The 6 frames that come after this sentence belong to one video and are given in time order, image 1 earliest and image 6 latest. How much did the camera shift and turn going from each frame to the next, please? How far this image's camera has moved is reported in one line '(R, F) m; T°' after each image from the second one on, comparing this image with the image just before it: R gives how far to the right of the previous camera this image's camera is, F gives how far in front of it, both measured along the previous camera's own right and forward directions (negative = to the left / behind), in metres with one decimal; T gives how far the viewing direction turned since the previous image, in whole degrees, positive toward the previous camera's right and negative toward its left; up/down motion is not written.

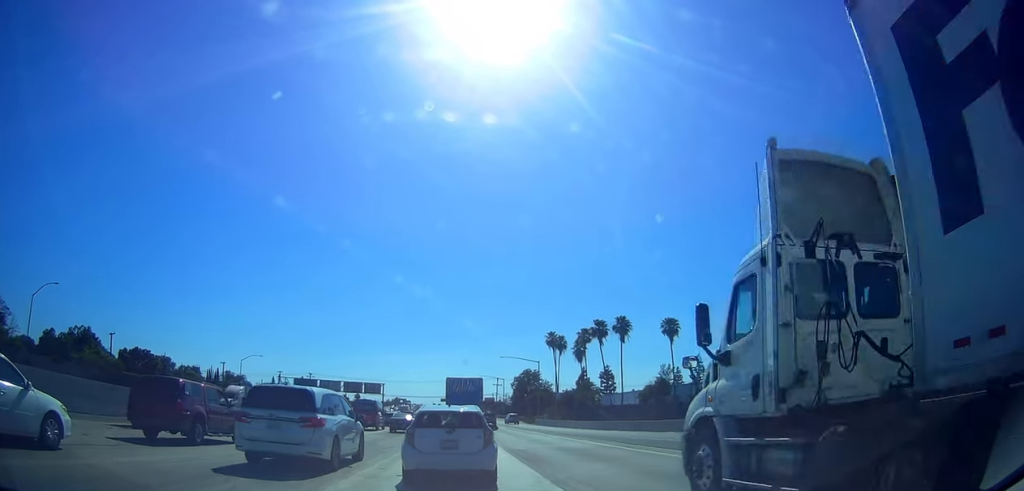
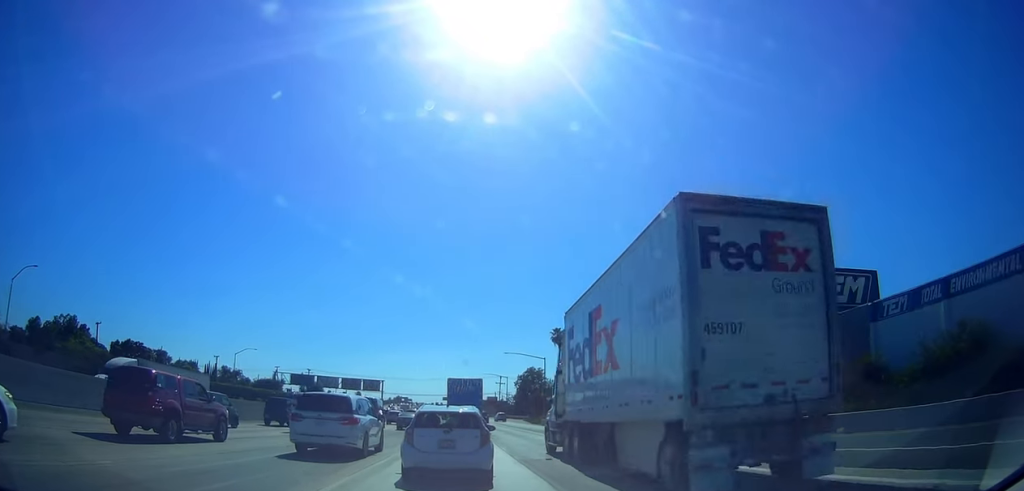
(0.0, +4.0) m; 0°
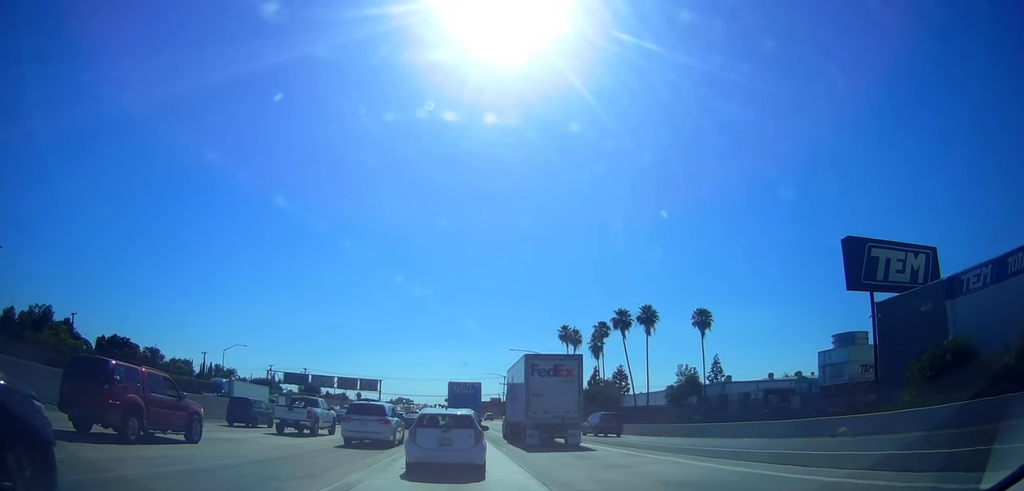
(0.0, +6.3) m; 0°
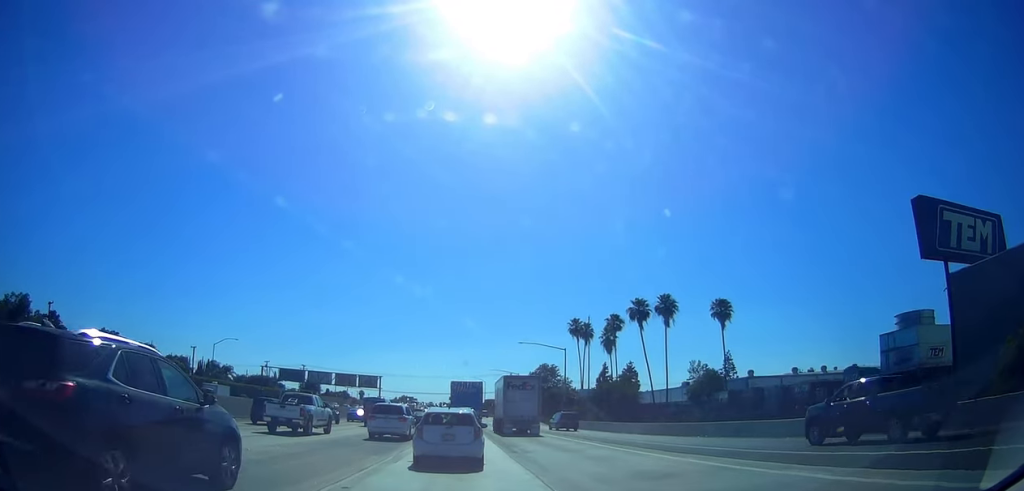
(0.0, +5.7) m; 0°
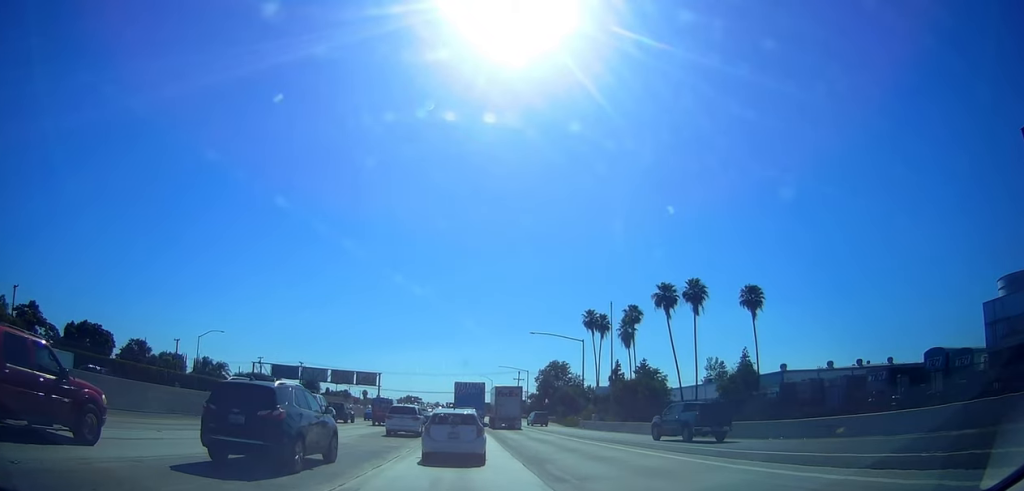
(0.0, +7.4) m; 0°
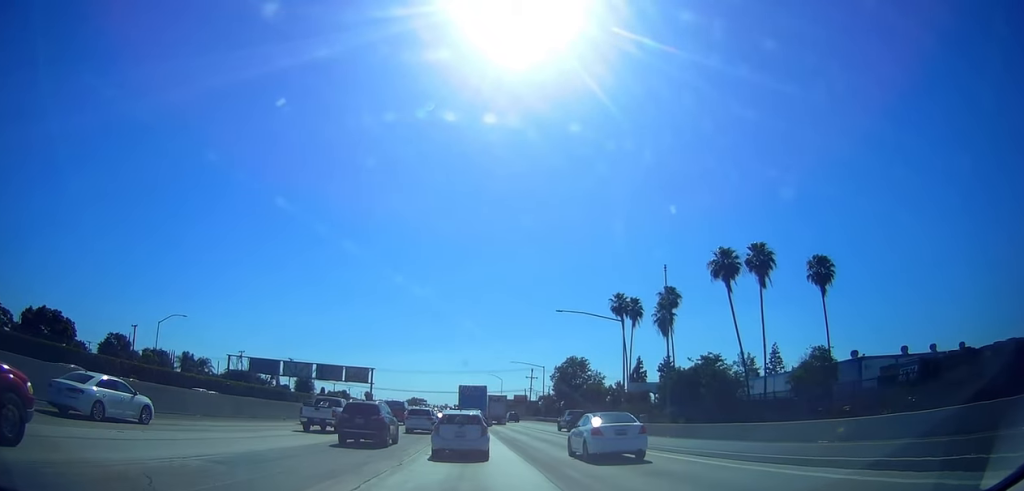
(-1.0, +14.4) m; -8°
